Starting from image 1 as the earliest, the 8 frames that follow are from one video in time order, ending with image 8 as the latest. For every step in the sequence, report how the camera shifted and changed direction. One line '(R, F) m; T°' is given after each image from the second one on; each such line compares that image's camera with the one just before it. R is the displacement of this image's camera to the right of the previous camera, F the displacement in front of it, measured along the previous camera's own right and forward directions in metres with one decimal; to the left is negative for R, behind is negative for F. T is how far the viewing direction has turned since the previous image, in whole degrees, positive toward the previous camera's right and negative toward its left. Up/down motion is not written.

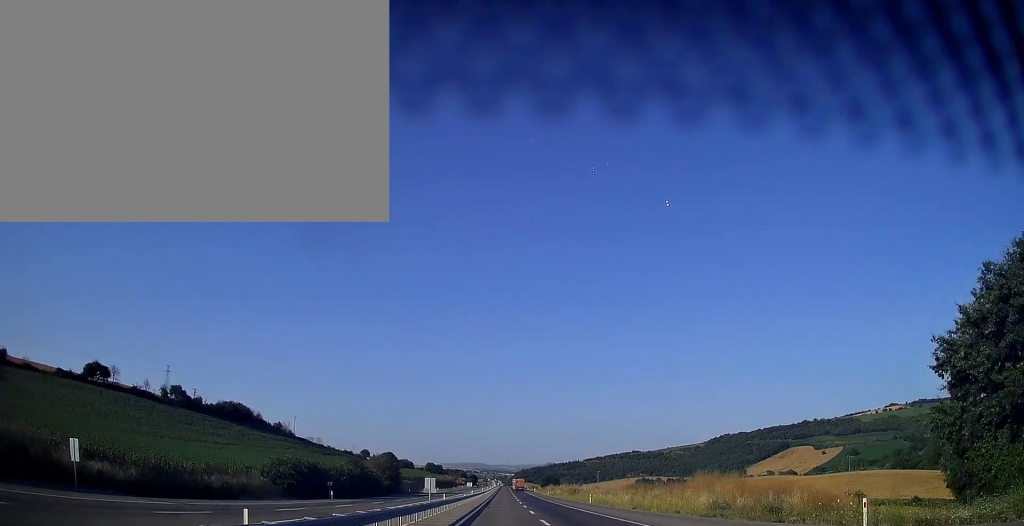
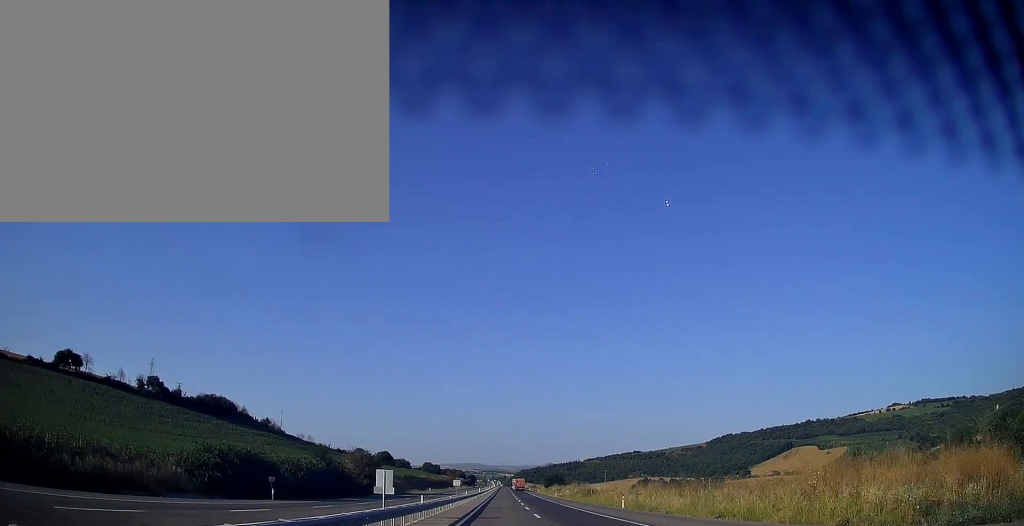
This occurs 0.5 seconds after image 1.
(0.0, +16.3) m; 0°
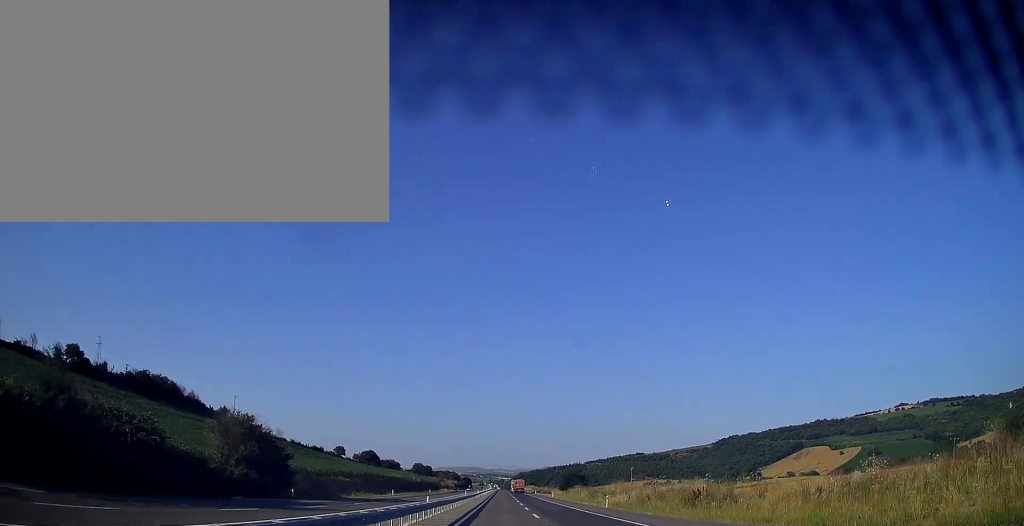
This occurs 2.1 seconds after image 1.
(0.0, +48.4) m; 0°
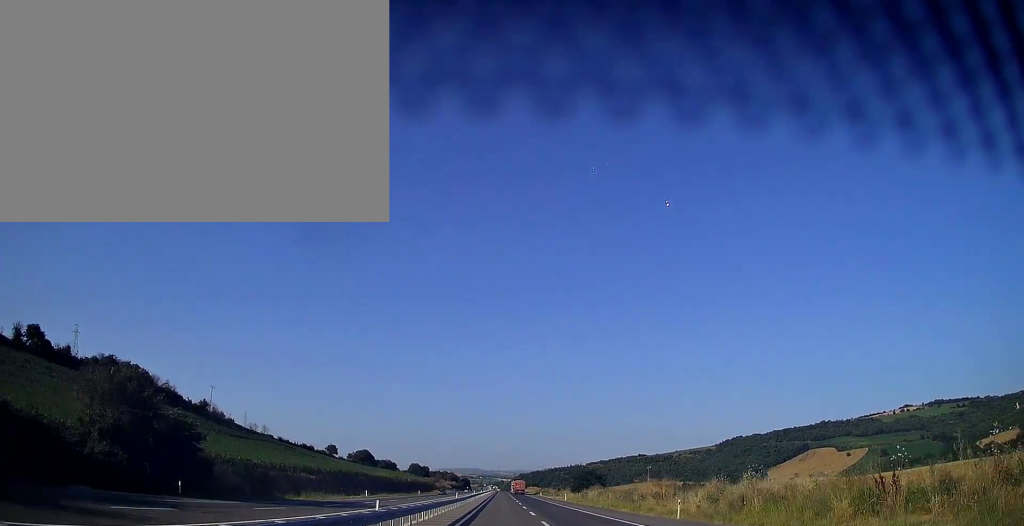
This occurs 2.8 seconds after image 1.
(0.0, +20.8) m; 0°
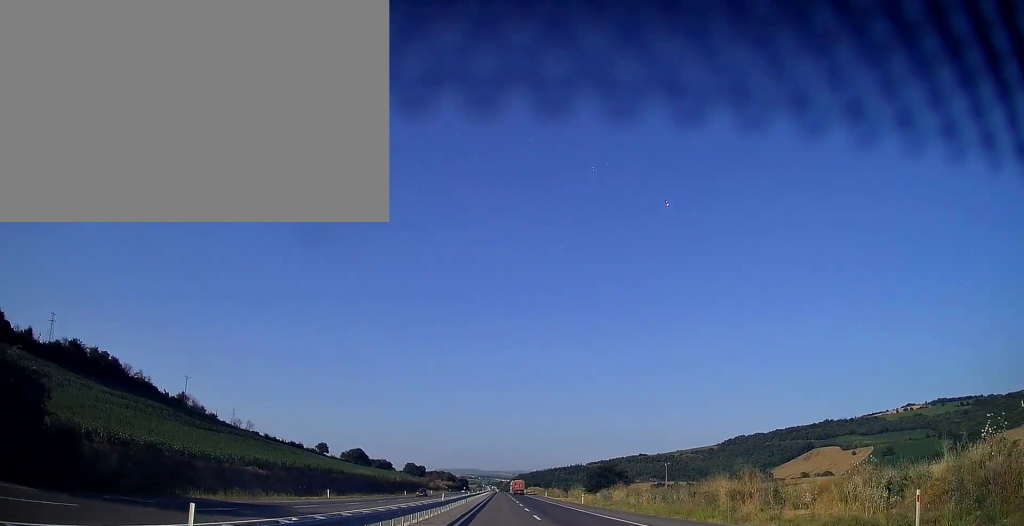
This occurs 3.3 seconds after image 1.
(0.0, +16.8) m; 0°
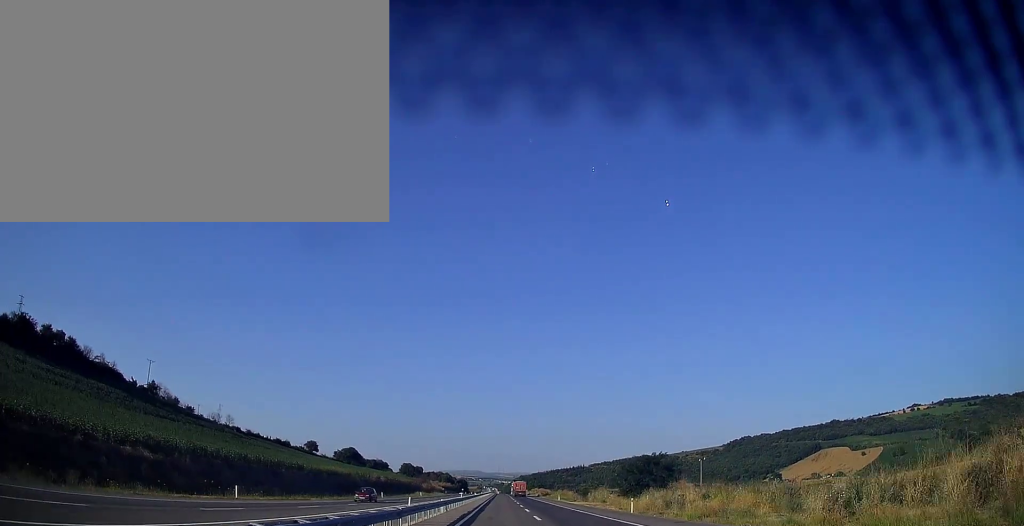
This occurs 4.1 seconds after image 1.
(0.0, +24.4) m; 0°
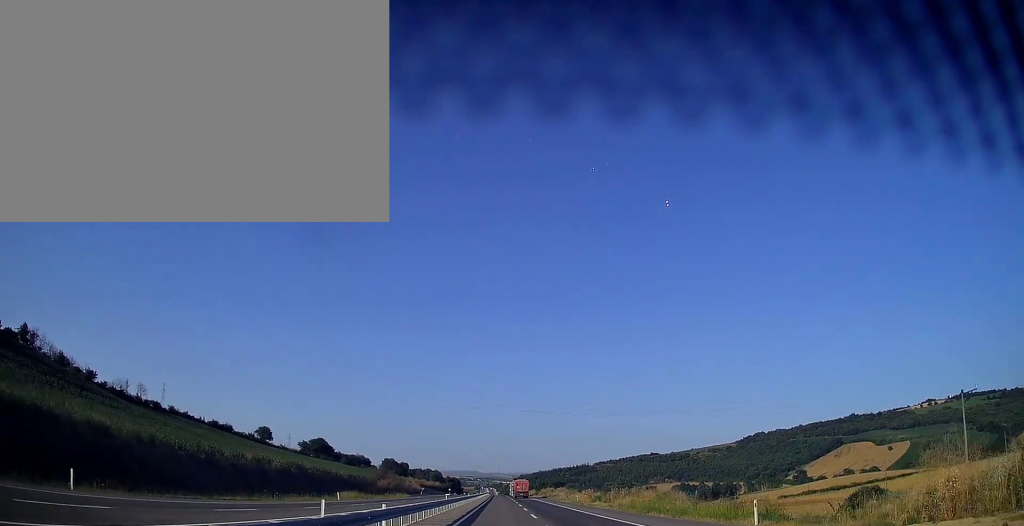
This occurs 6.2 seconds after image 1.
(+0.1, +69.8) m; 0°
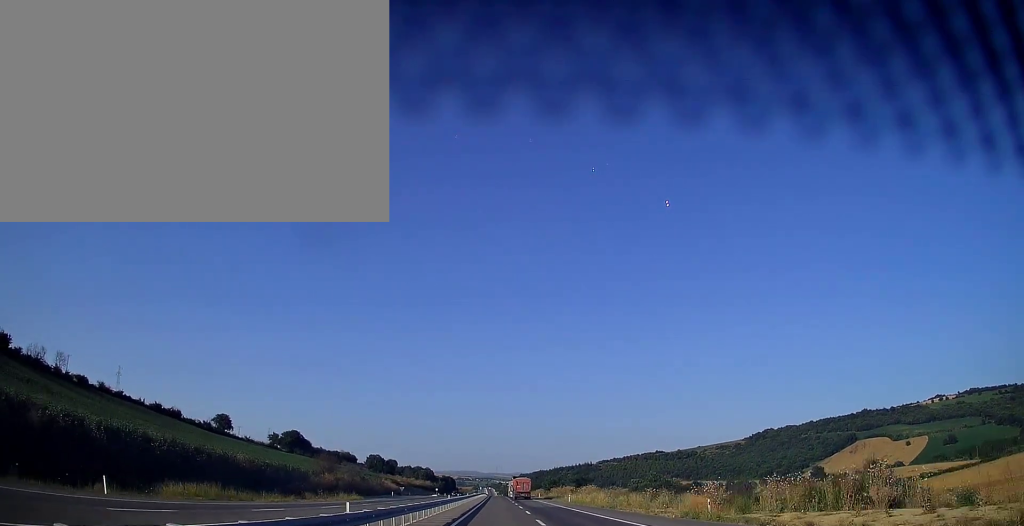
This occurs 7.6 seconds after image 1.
(+0.1, +43.0) m; 0°
